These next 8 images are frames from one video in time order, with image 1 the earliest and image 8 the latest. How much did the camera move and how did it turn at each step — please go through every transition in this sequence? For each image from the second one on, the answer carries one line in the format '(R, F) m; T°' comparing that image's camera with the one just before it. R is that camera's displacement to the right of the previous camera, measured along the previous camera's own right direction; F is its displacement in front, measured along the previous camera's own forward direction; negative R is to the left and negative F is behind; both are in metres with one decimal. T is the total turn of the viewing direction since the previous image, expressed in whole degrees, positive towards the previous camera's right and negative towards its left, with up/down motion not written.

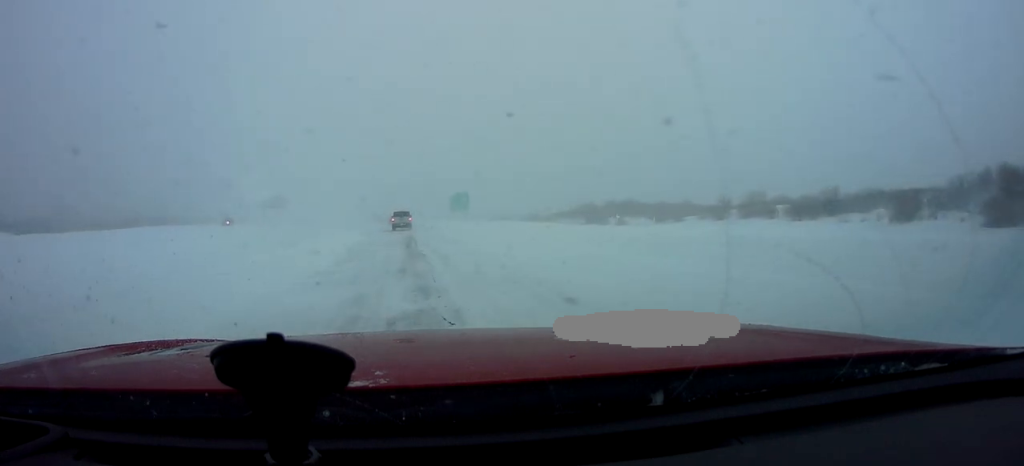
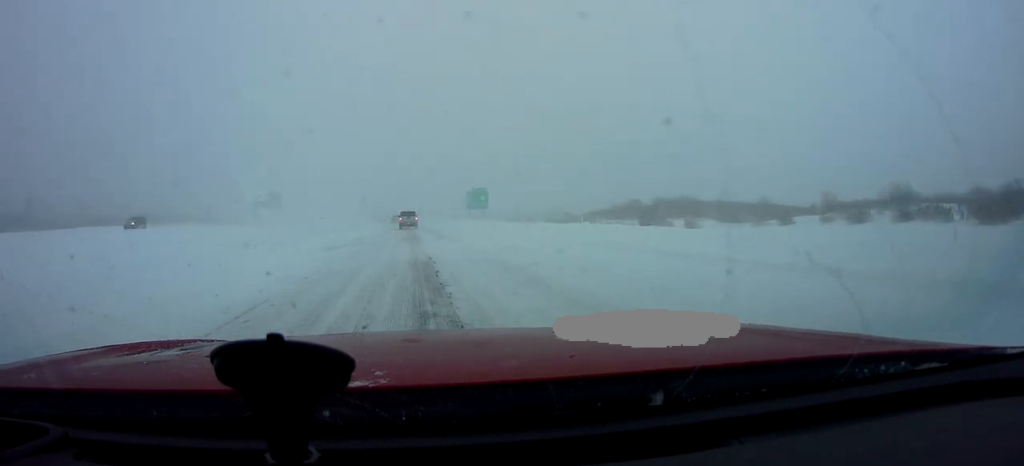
(-1.2, +20.2) m; -4°
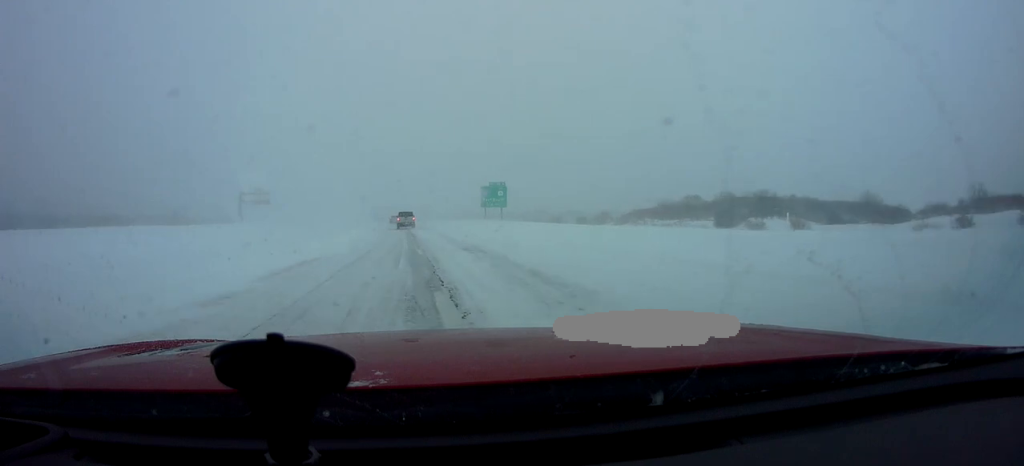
(+1.1, +20.6) m; +1°
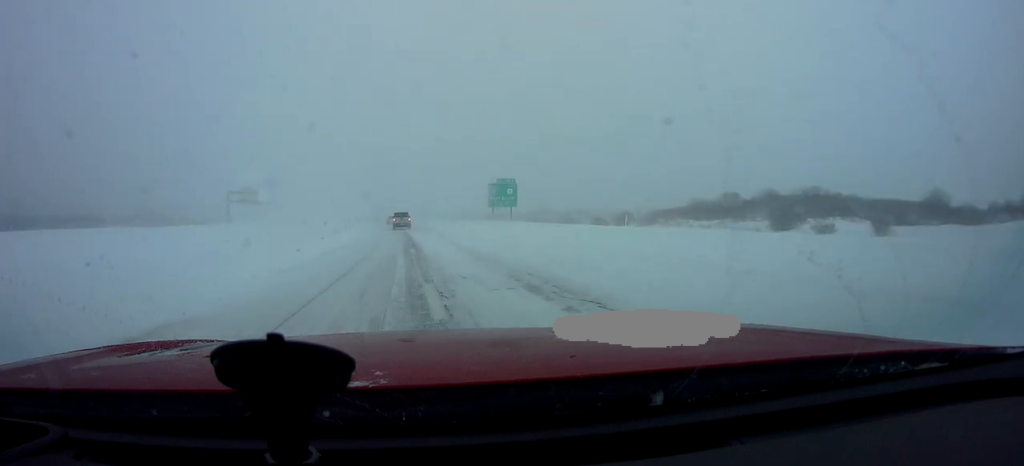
(-0.4, +10.8) m; -1°
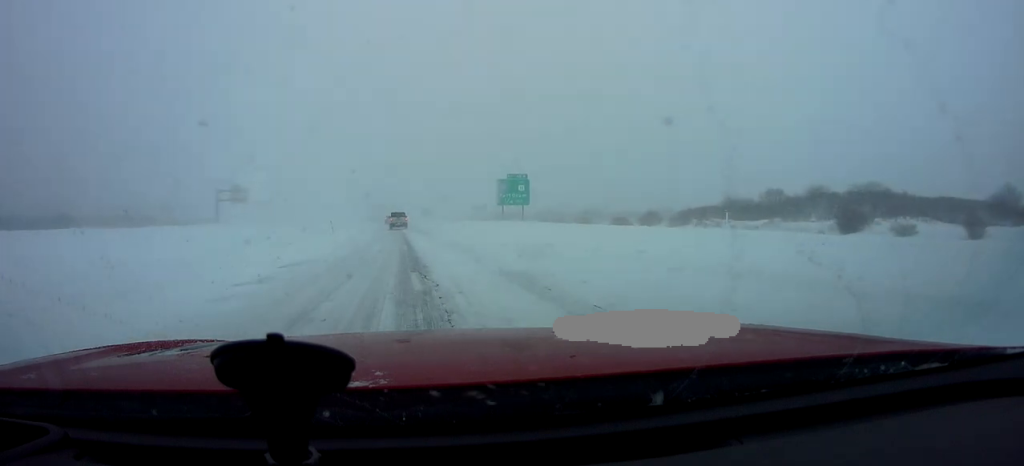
(+0.1, +9.6) m; +1°
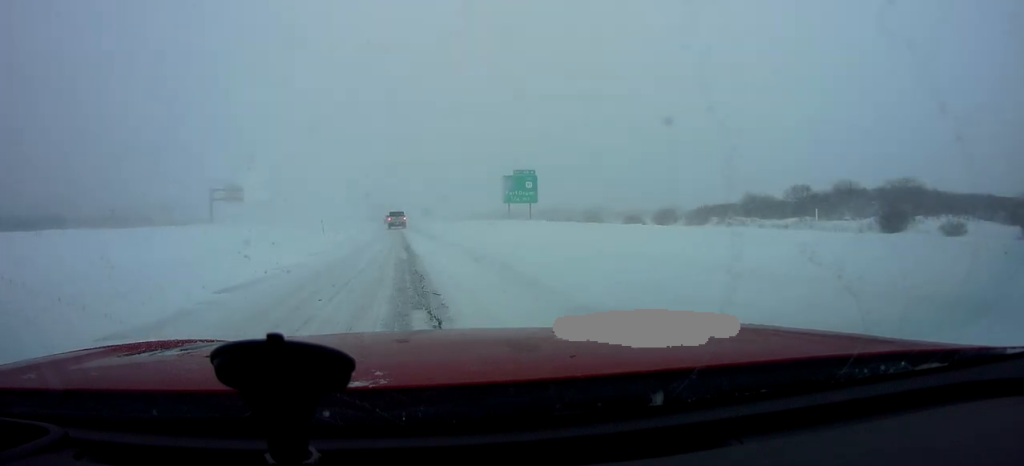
(+0.1, +4.9) m; +1°
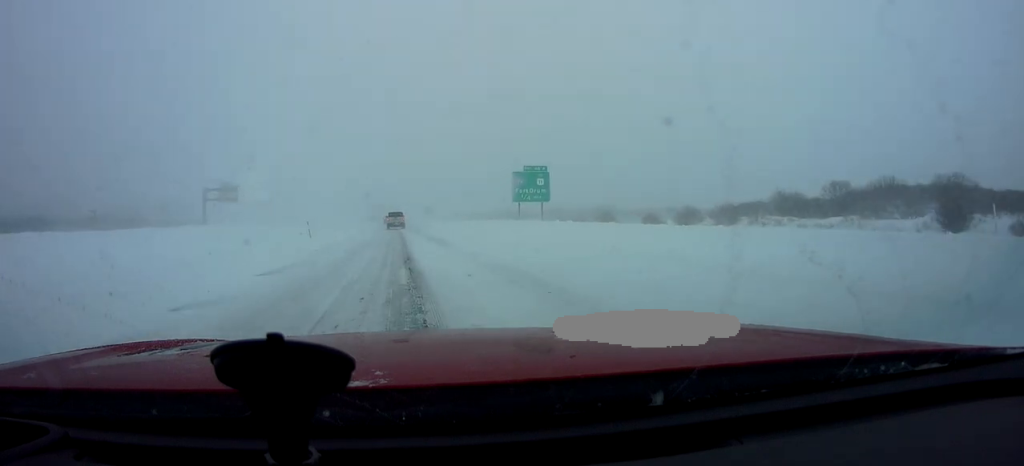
(0.0, +6.3) m; 0°
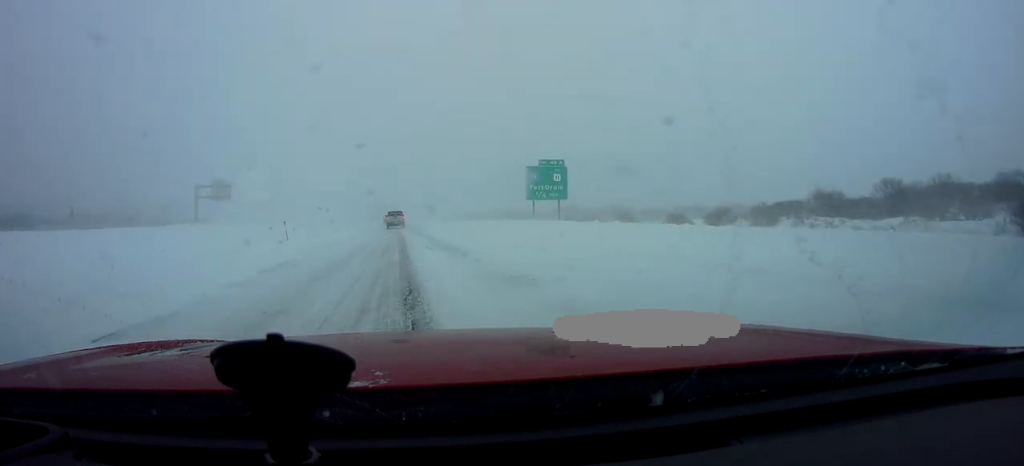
(0.0, +7.1) m; 0°
